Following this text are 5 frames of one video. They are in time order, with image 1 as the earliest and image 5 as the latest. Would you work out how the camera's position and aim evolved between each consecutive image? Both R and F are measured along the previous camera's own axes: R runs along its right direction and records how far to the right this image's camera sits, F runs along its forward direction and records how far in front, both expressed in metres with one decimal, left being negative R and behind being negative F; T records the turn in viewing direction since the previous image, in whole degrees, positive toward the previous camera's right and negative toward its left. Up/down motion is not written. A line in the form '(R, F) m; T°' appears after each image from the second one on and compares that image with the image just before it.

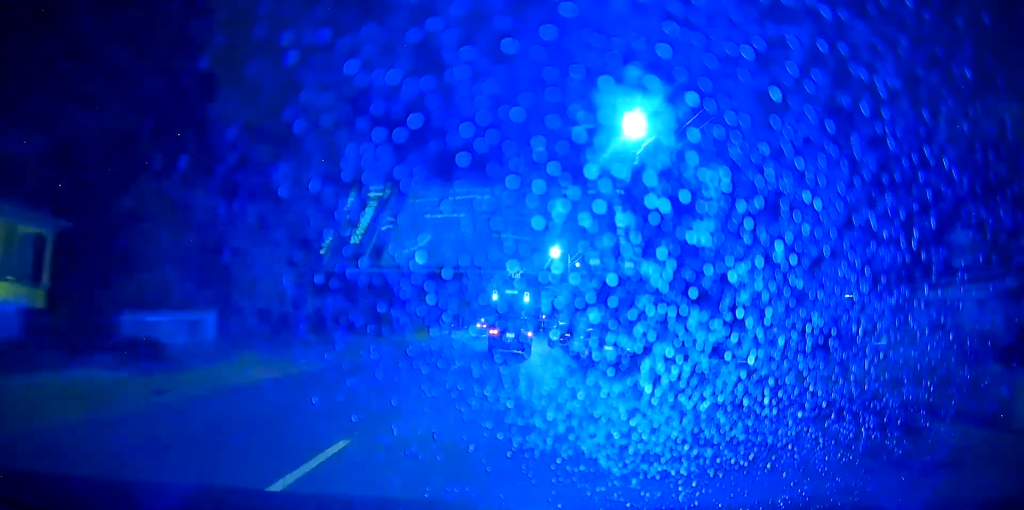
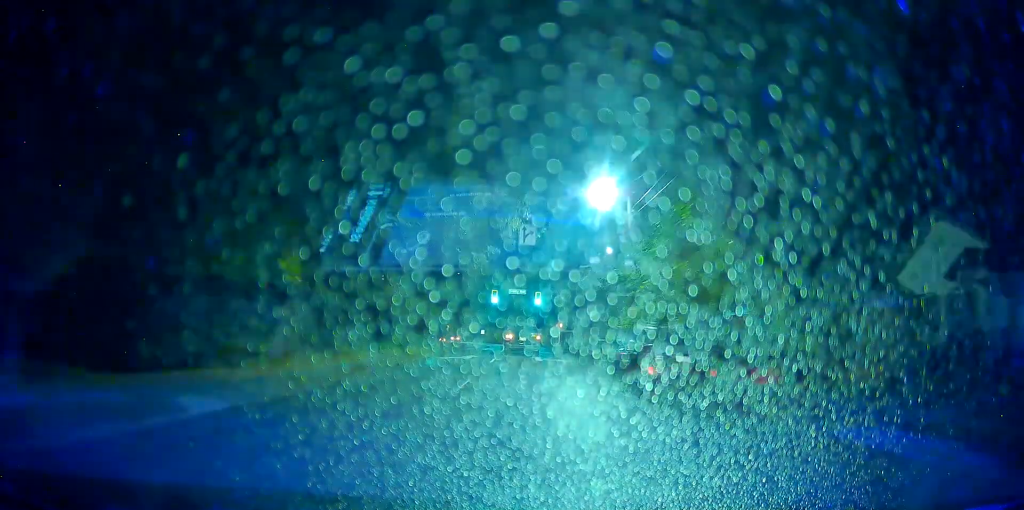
(-0.5, +27.5) m; -2°
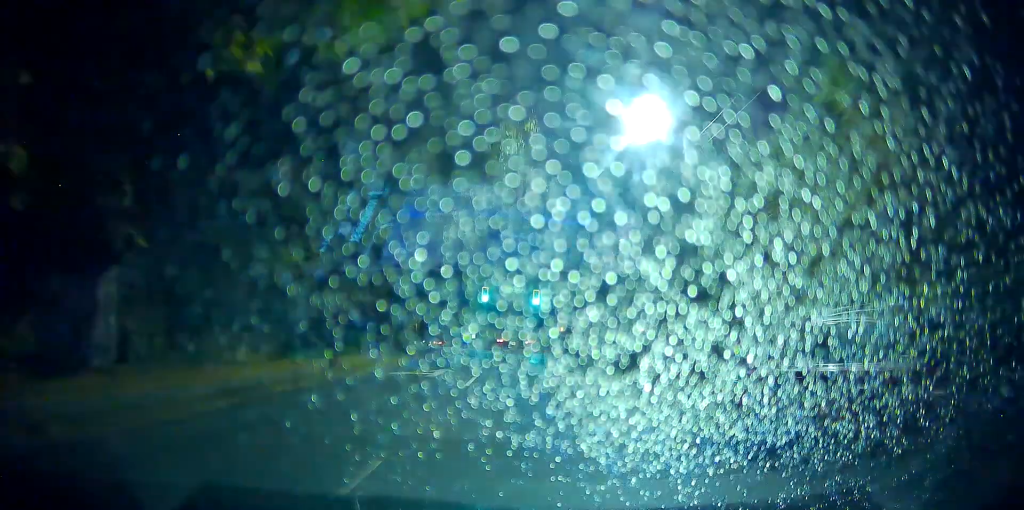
(0.0, +9.7) m; +1°
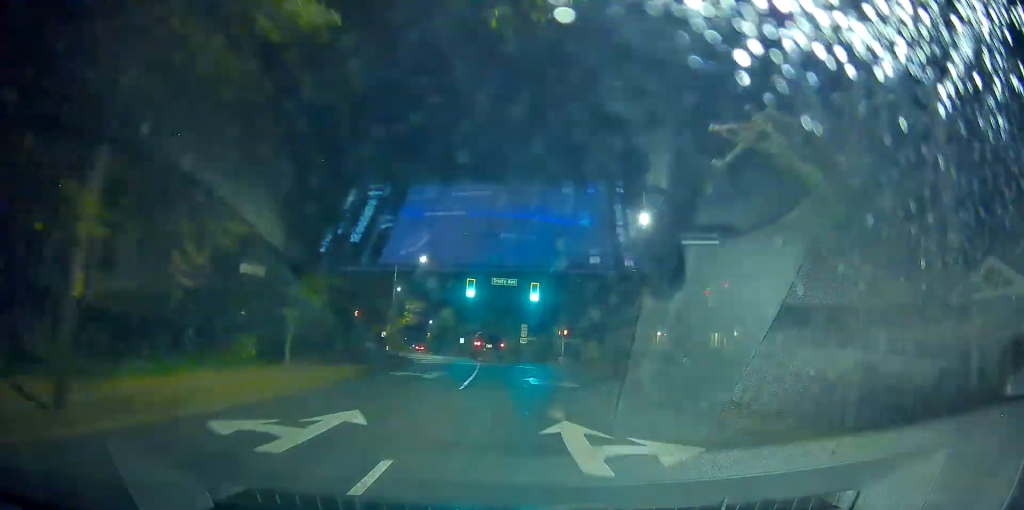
(+0.2, +11.7) m; 0°
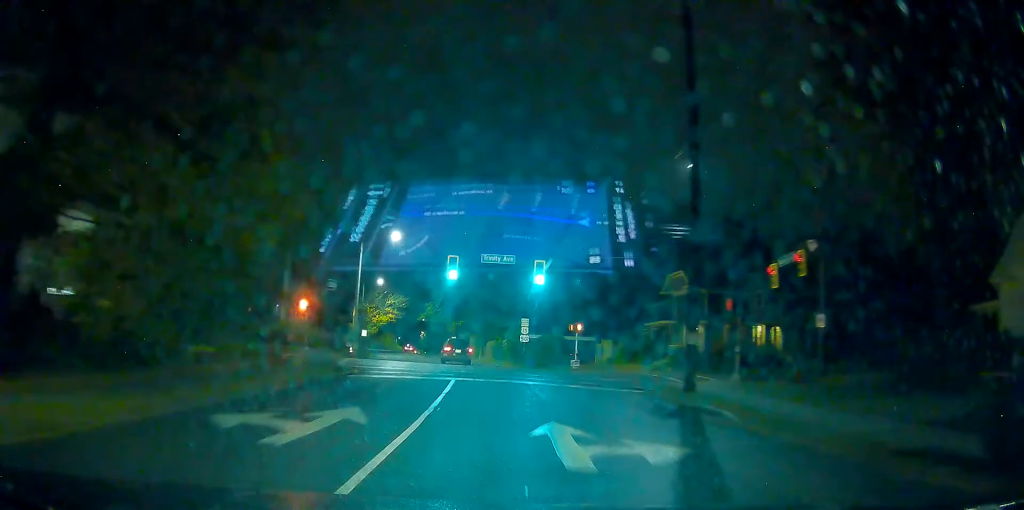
(-0.2, +12.3) m; 0°
